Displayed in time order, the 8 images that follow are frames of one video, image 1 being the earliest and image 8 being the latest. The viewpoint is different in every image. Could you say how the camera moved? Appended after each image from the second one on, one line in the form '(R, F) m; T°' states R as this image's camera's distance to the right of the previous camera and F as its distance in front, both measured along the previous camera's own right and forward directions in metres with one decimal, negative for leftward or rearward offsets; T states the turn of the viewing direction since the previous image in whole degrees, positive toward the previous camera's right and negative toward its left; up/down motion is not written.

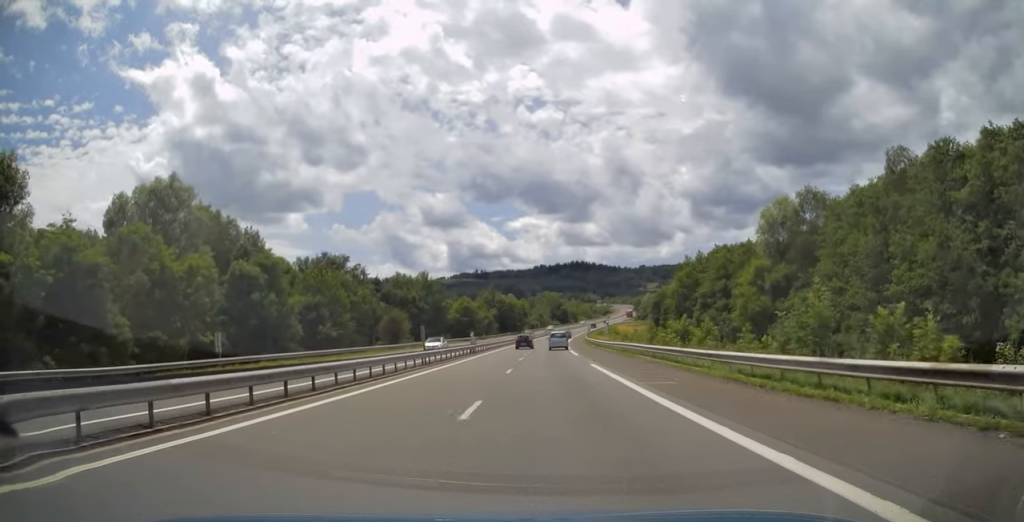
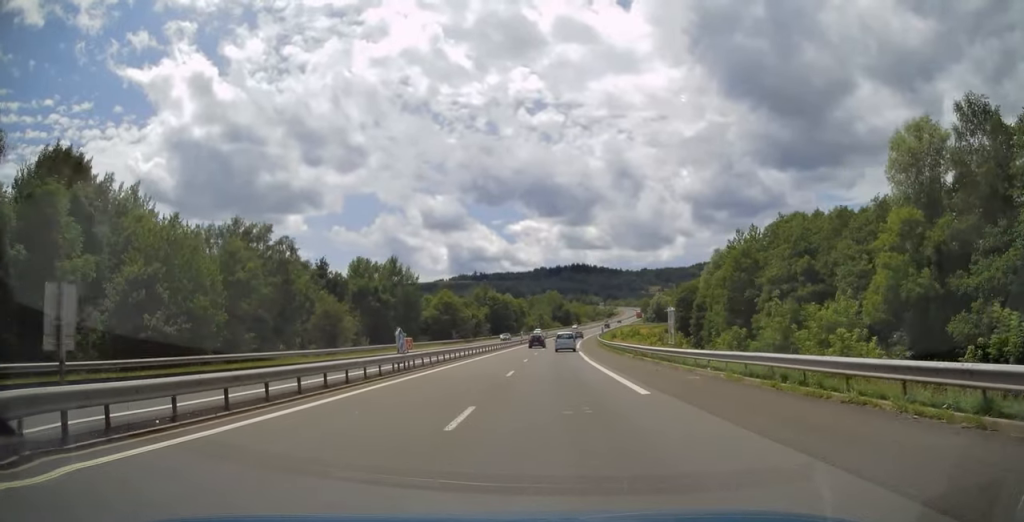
(0.0, +25.5) m; 0°
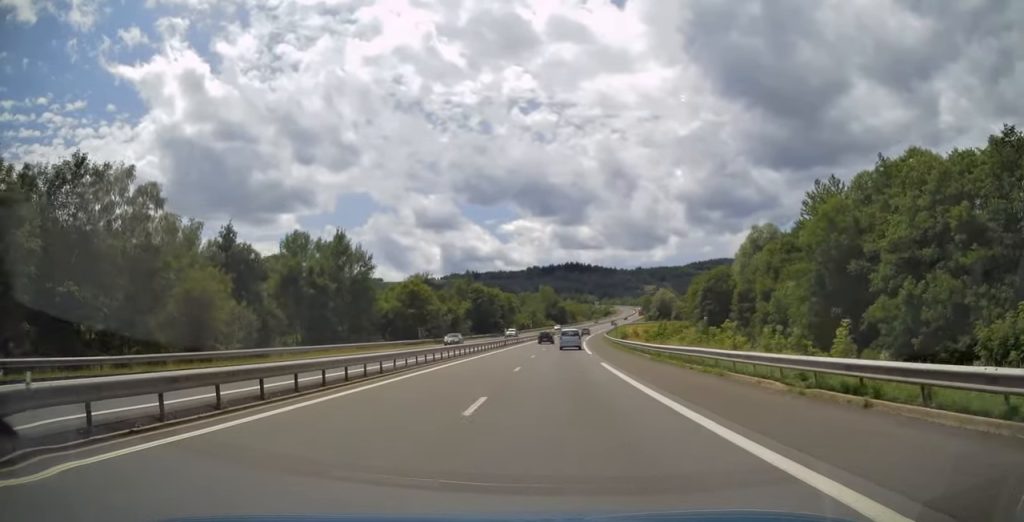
(-0.1, +21.5) m; 0°
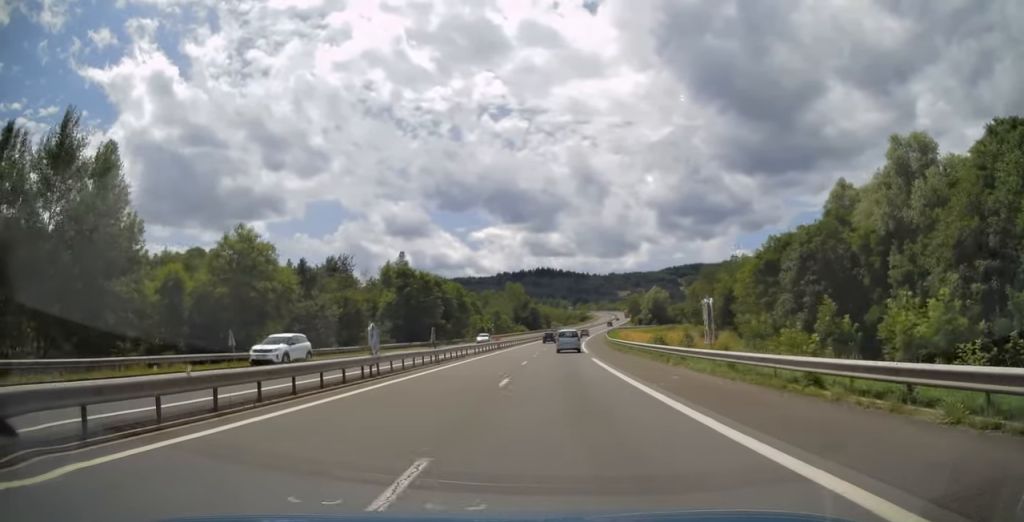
(+0.7, +42.4) m; +2°
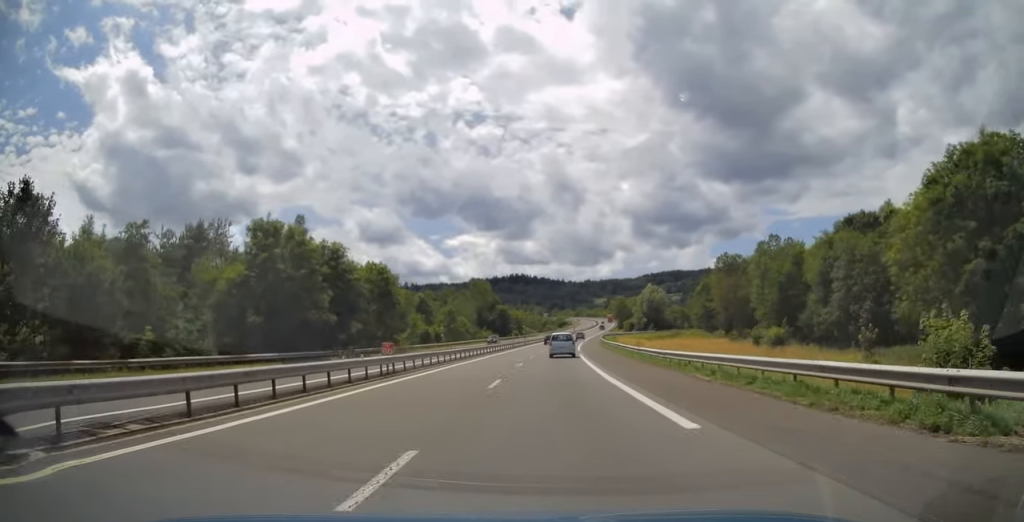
(+0.6, +39.6) m; +2°
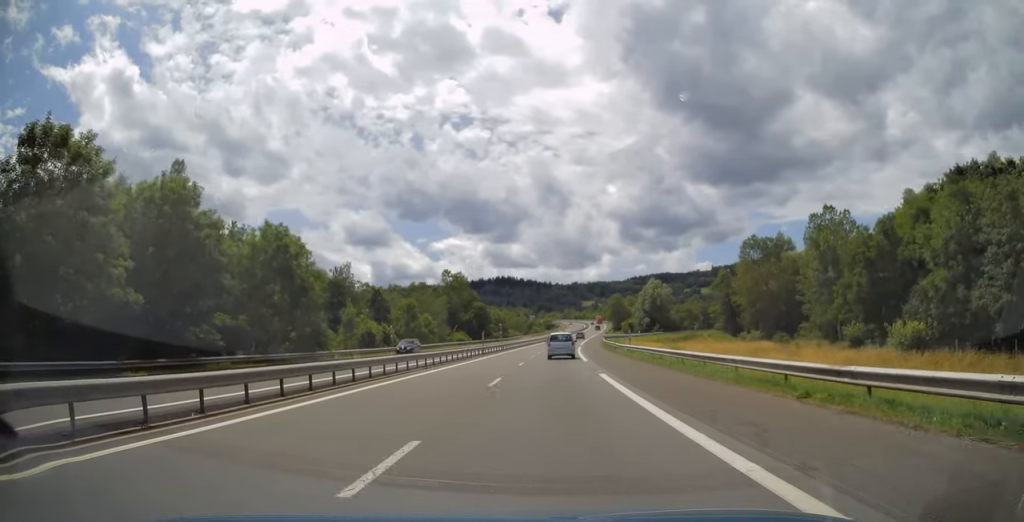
(+0.2, +23.6) m; +1°
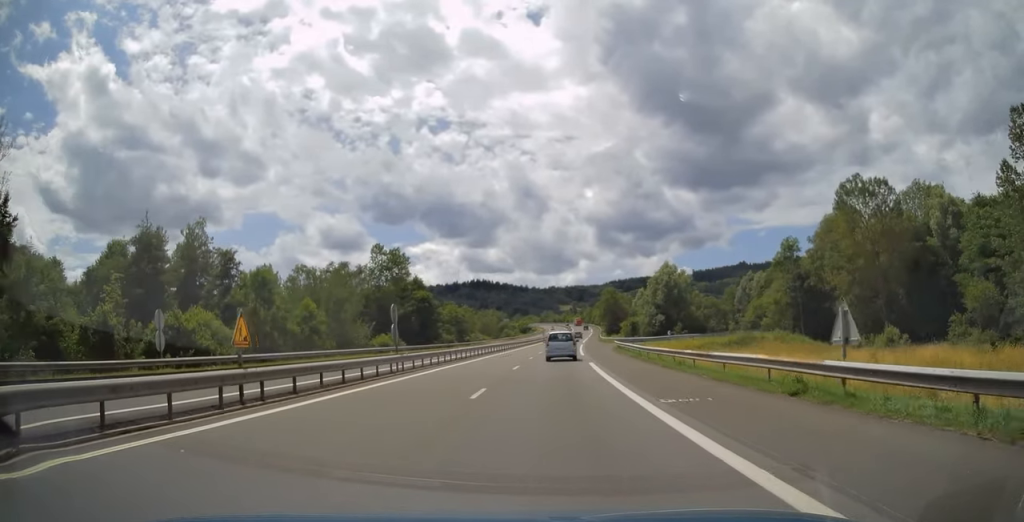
(+1.0, +39.2) m; +3°
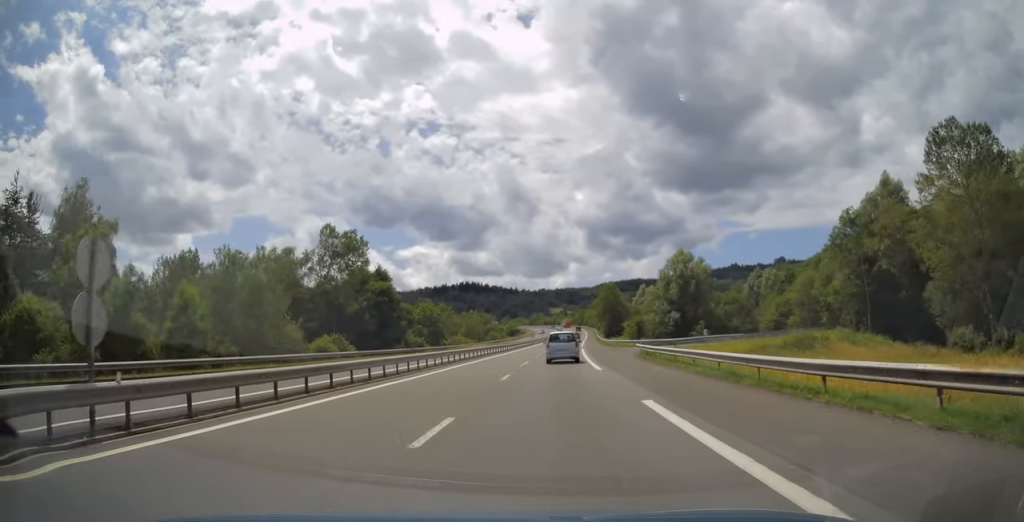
(+0.1, +18.7) m; +1°
